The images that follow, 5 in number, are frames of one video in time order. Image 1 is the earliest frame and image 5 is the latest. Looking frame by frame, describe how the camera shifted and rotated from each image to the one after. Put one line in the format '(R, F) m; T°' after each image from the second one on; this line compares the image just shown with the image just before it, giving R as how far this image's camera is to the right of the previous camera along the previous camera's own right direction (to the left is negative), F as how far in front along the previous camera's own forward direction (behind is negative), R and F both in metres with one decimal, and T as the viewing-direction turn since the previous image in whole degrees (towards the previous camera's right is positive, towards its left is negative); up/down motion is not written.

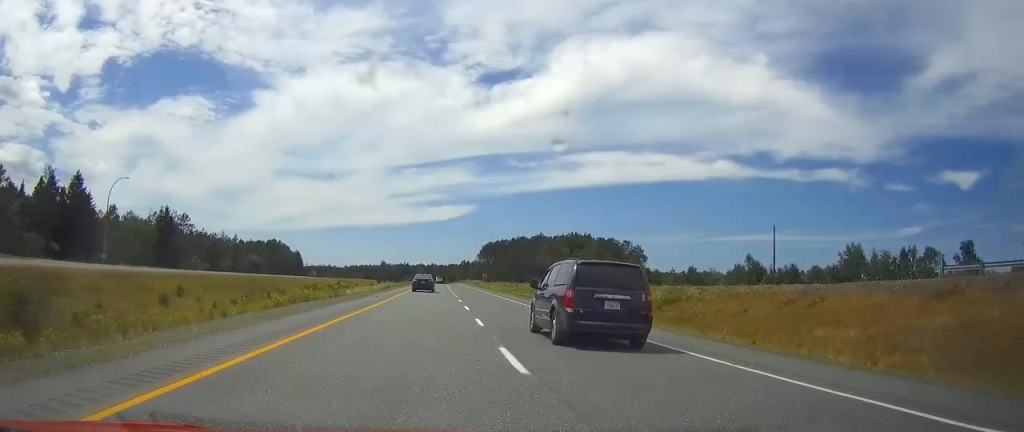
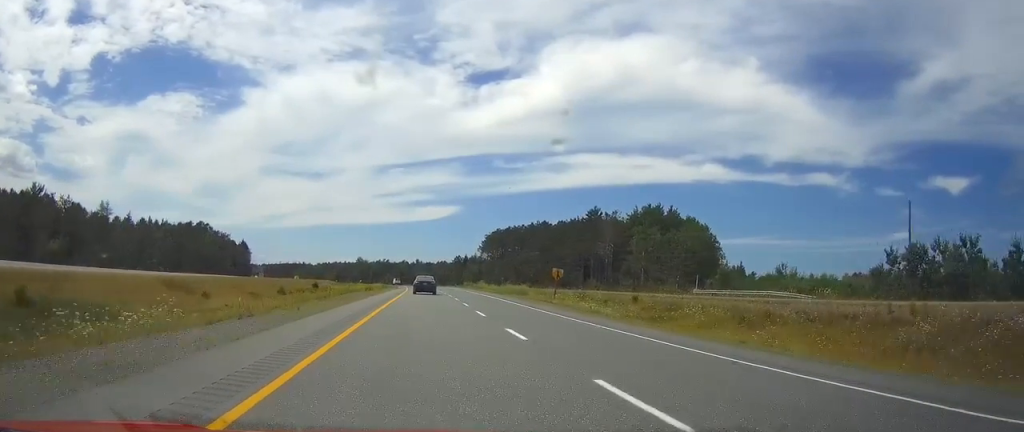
(+1.2, +94.9) m; +1°
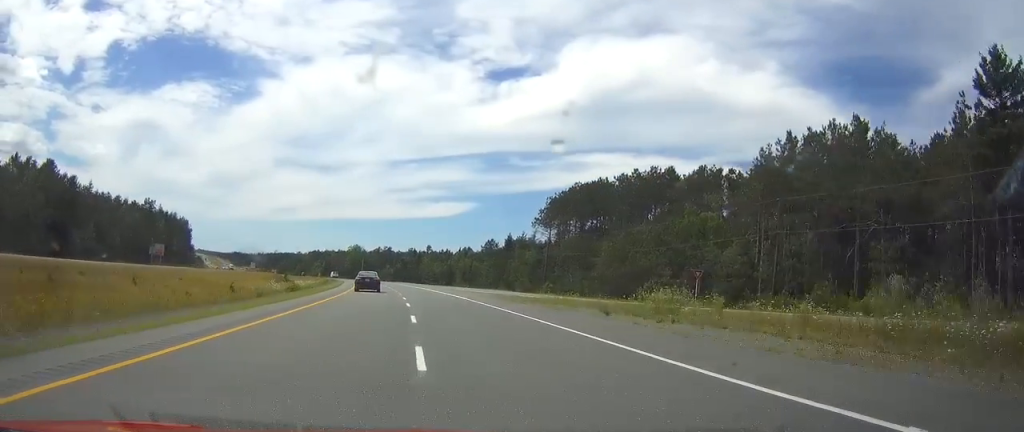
(-6.0, +114.3) m; -6°
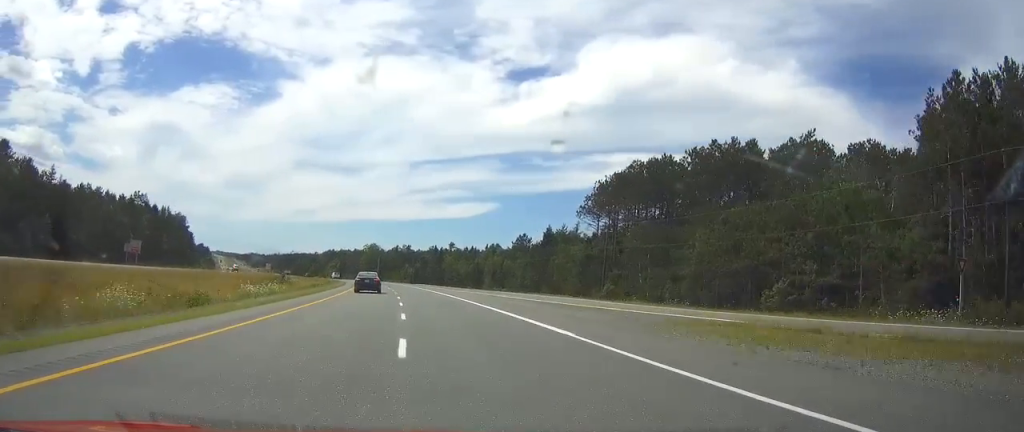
(0.0, +25.2) m; 0°
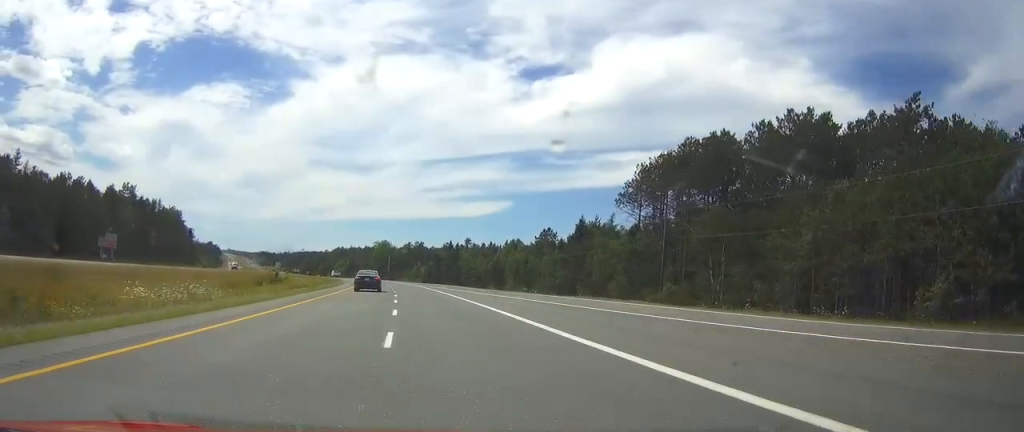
(0.0, +17.5) m; 0°
